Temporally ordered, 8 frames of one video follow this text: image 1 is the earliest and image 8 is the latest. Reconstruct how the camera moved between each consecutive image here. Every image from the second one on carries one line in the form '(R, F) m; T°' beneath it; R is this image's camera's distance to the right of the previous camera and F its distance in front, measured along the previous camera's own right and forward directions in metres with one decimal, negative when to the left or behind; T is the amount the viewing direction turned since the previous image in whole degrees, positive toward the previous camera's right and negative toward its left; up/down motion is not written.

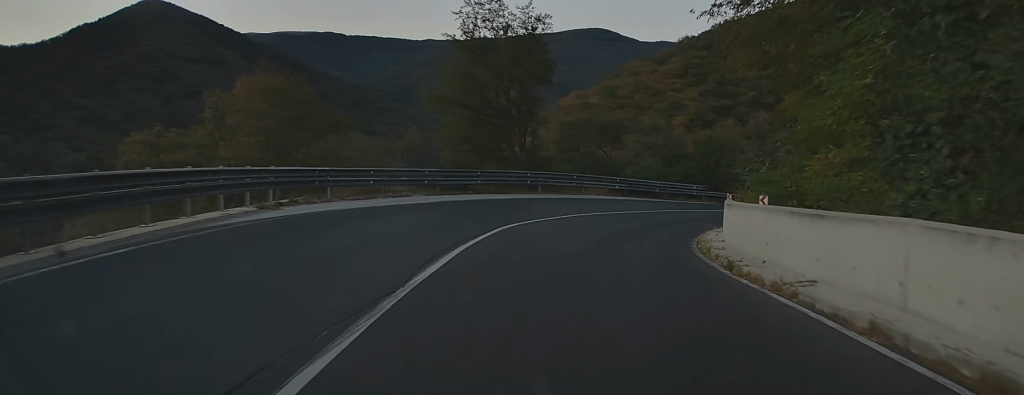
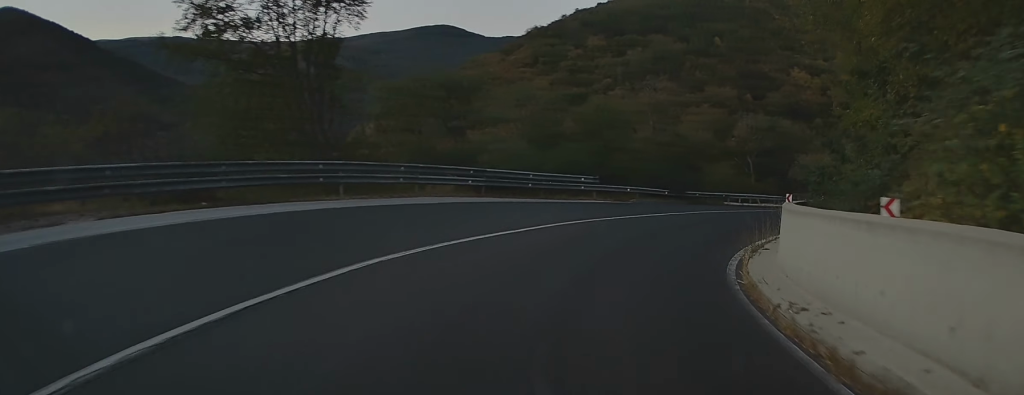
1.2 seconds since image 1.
(+1.8, +15.6) m; +15°
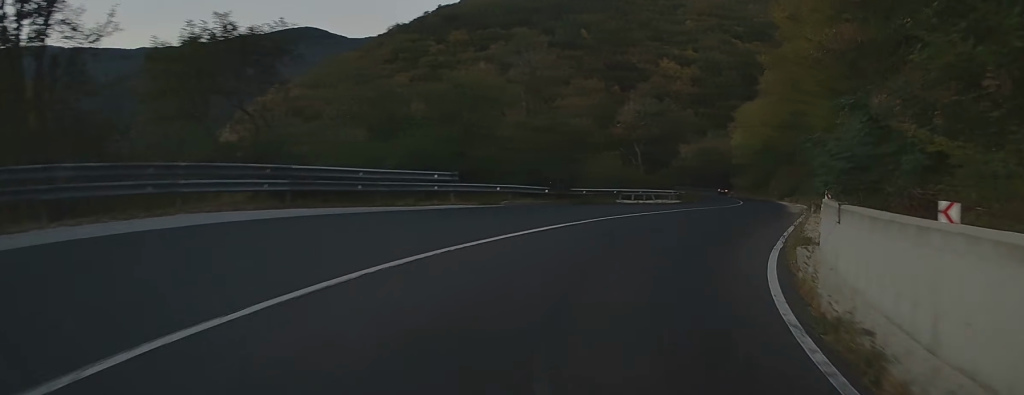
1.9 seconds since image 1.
(+0.8, +9.3) m; +10°
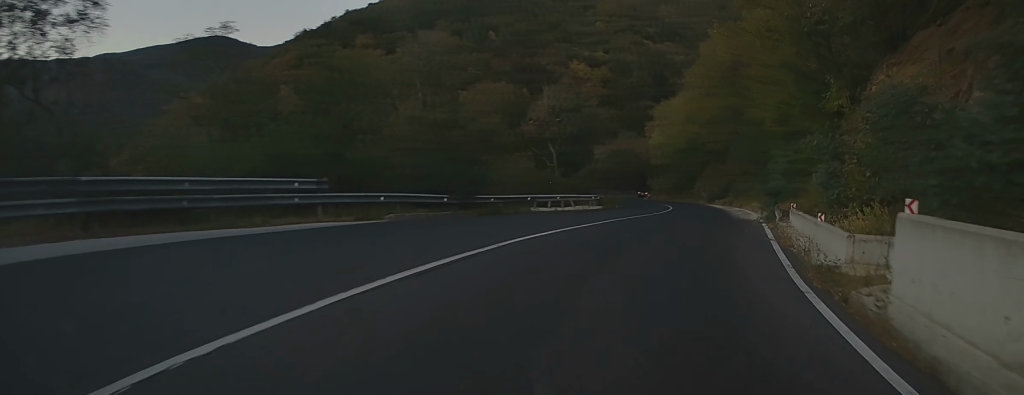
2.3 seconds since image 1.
(+0.6, +6.2) m; +5°
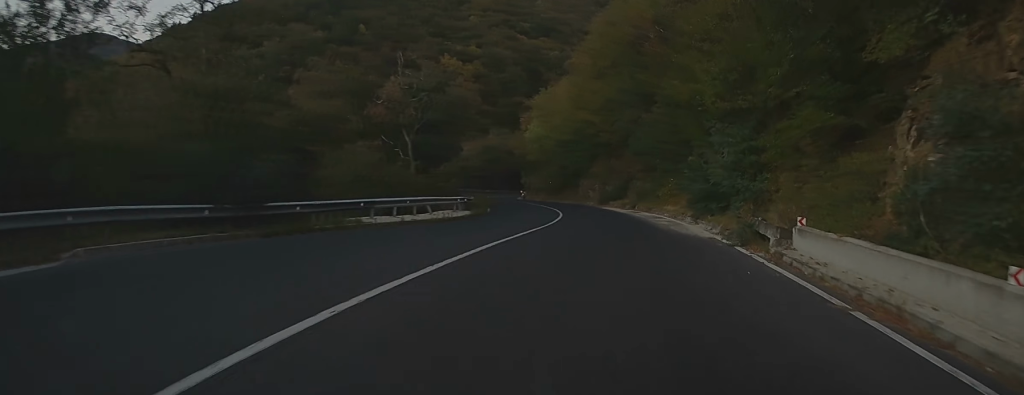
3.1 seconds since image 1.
(+0.7, +10.8) m; +7°
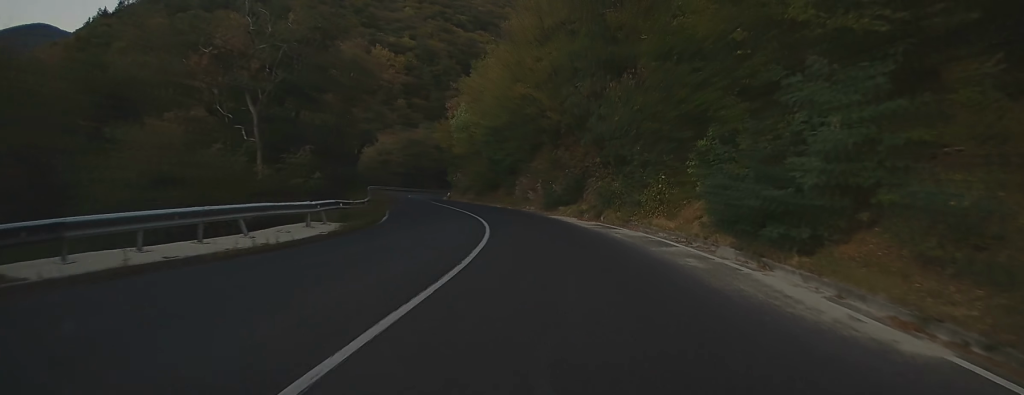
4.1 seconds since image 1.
(+0.9, +14.1) m; +4°
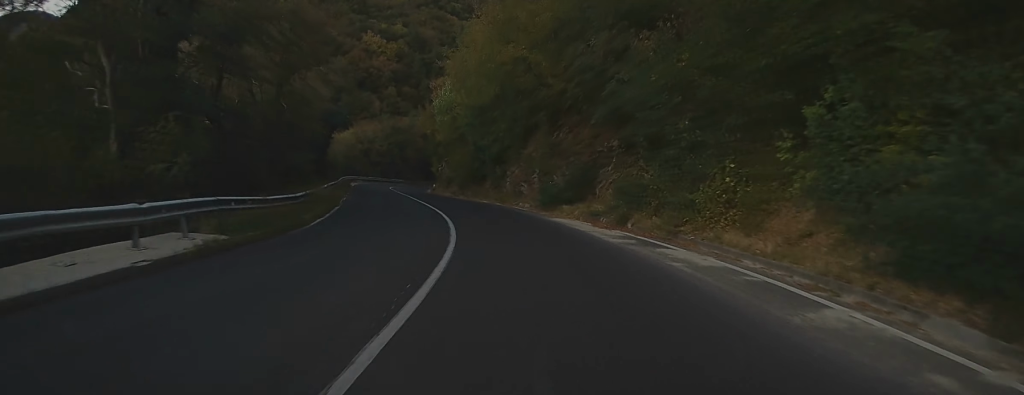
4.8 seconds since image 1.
(+0.2, +9.0) m; -1°
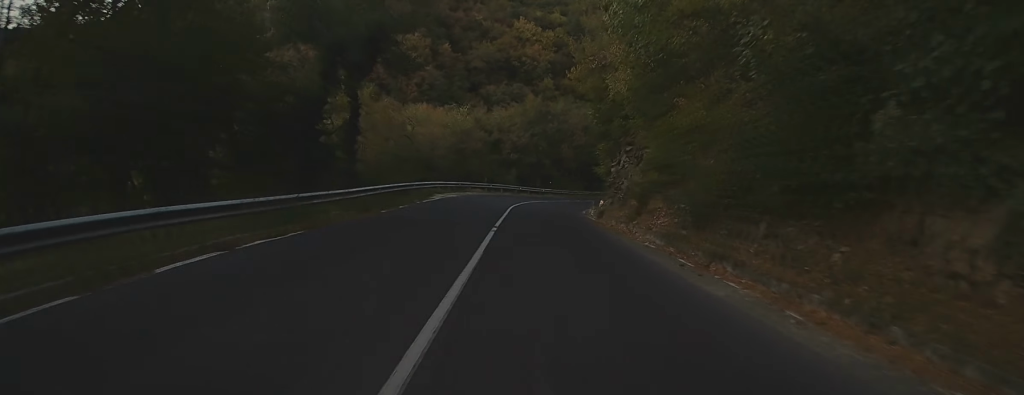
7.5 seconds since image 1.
(-4.3, +36.9) m; -11°
